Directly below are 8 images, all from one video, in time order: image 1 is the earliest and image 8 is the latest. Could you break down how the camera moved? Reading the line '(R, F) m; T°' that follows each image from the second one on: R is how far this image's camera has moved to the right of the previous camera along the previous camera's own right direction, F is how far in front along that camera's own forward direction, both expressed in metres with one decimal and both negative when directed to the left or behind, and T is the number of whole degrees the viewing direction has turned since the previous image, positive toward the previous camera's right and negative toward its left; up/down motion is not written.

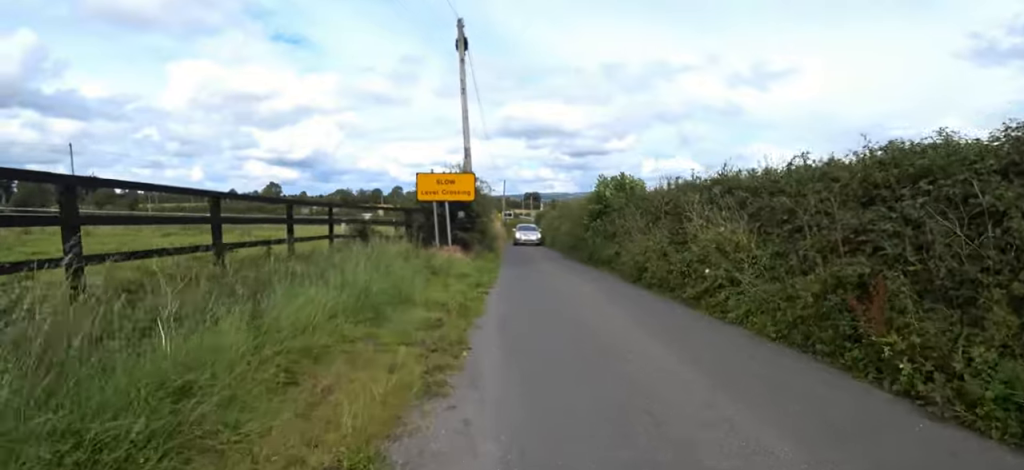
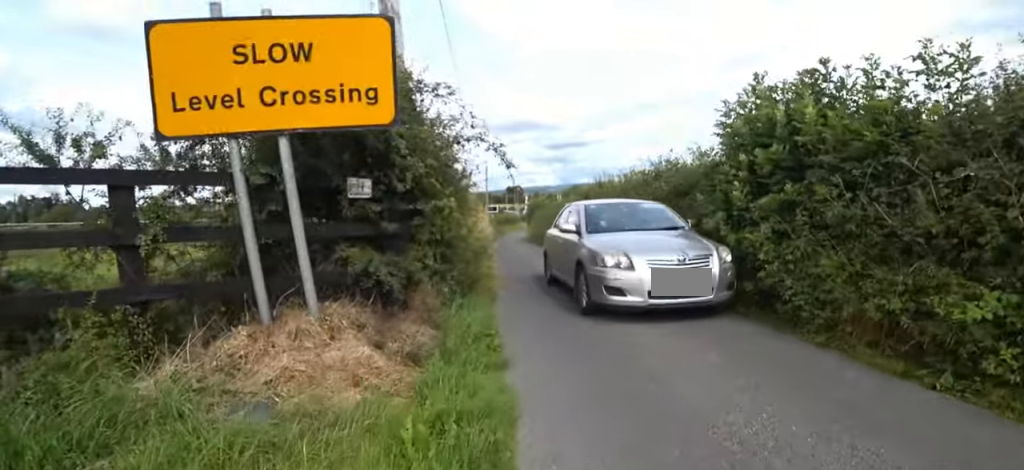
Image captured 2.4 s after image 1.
(-1.6, +10.4) m; -7°
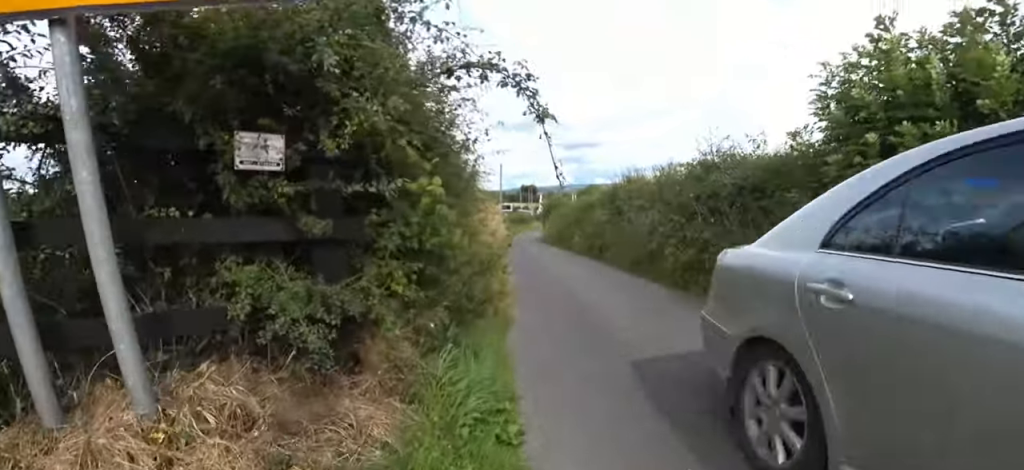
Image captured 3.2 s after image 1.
(+0.1, +2.9) m; +7°
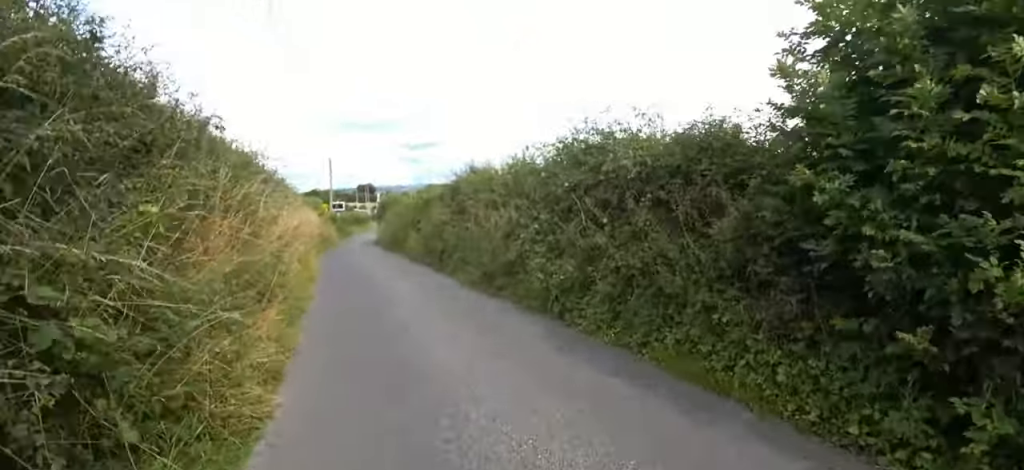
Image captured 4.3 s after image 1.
(+0.4, +3.5) m; +12°
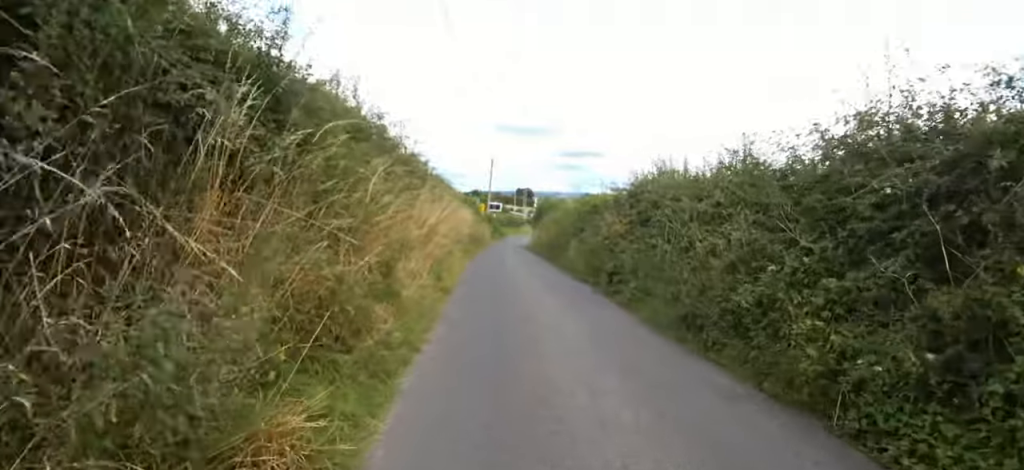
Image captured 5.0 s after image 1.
(+0.2, +2.6) m; -15°
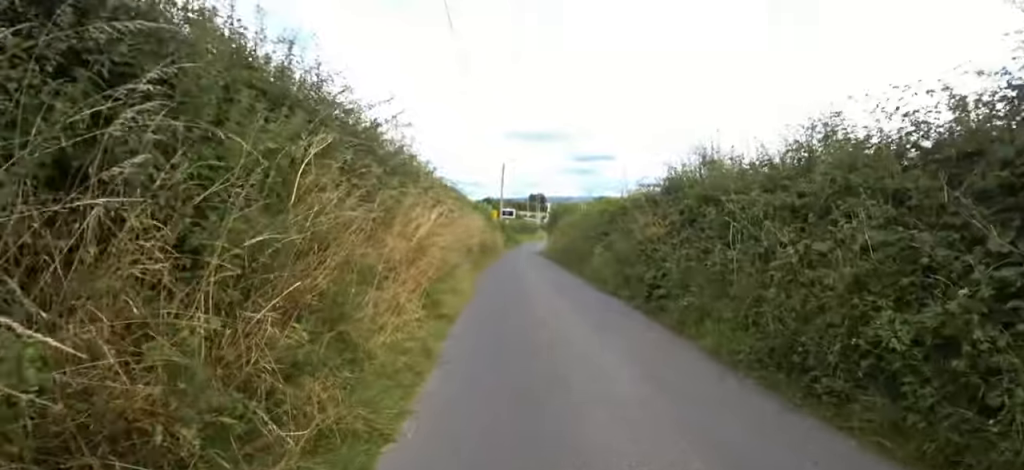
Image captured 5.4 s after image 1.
(+0.3, +1.4) m; -9°
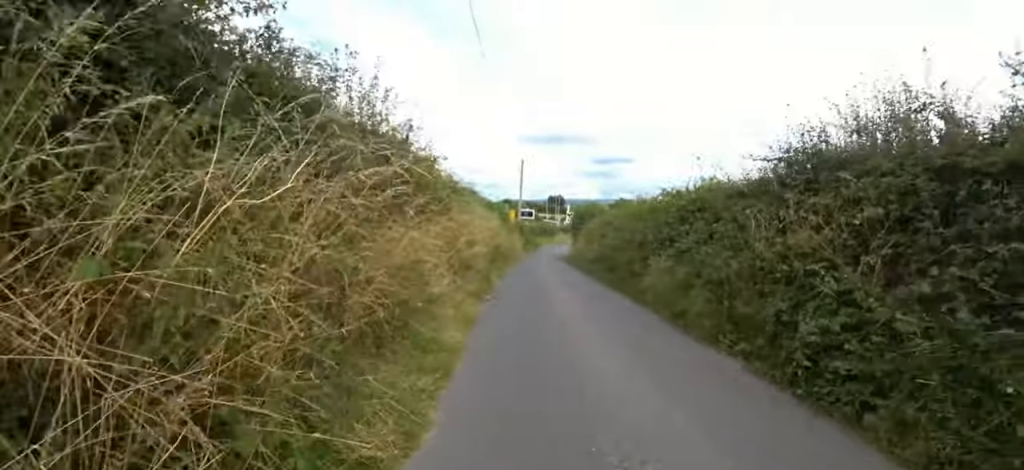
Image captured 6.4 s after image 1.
(-1.5, +3.0) m; 0°
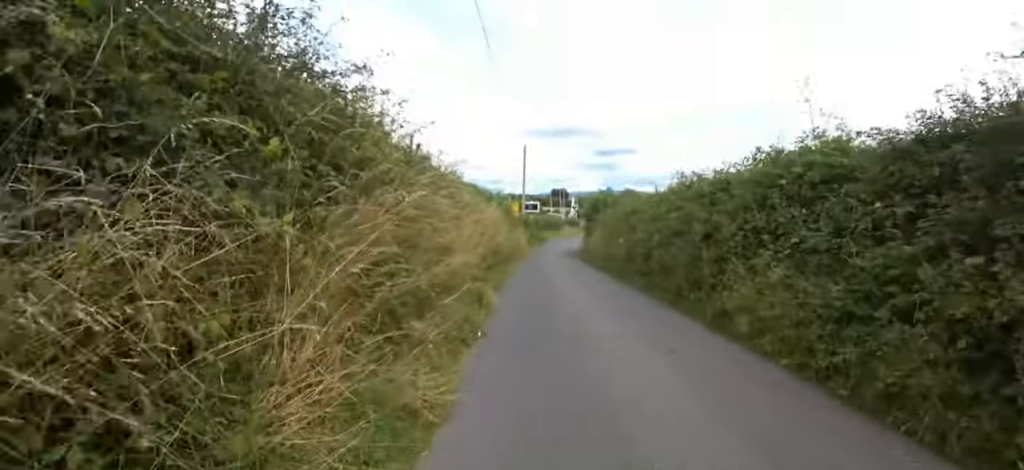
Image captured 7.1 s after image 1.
(+1.2, +2.8) m; +5°
